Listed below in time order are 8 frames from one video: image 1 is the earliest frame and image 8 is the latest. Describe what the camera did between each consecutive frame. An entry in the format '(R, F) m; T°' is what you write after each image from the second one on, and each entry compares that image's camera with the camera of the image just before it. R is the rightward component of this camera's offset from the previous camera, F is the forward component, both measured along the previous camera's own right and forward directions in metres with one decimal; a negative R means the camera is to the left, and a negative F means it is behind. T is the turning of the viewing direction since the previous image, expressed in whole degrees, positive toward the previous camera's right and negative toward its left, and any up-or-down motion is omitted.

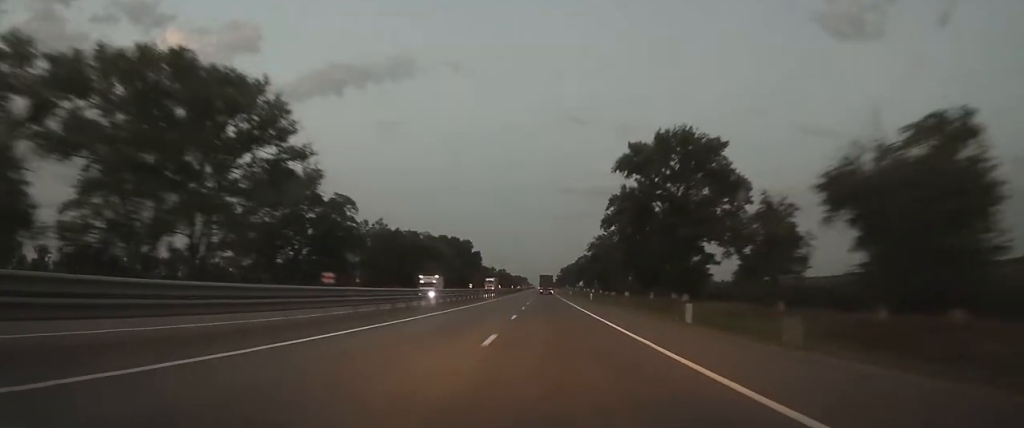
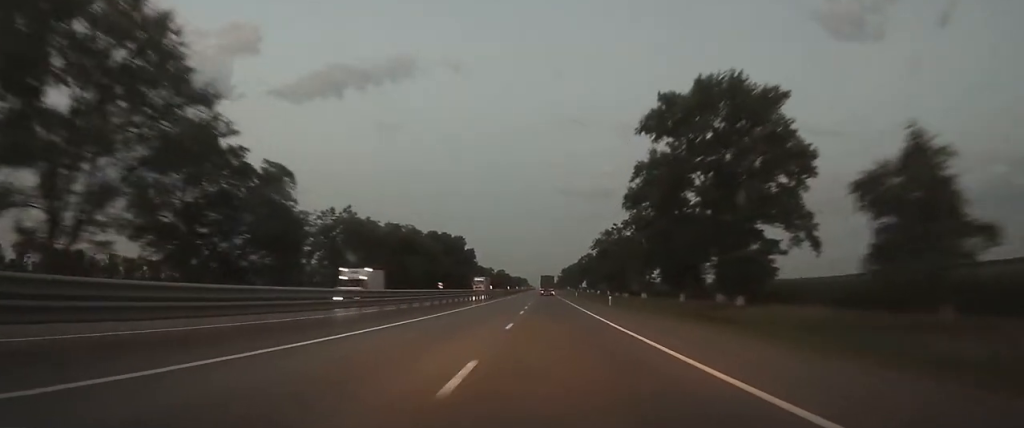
(0.0, +17.9) m; 0°
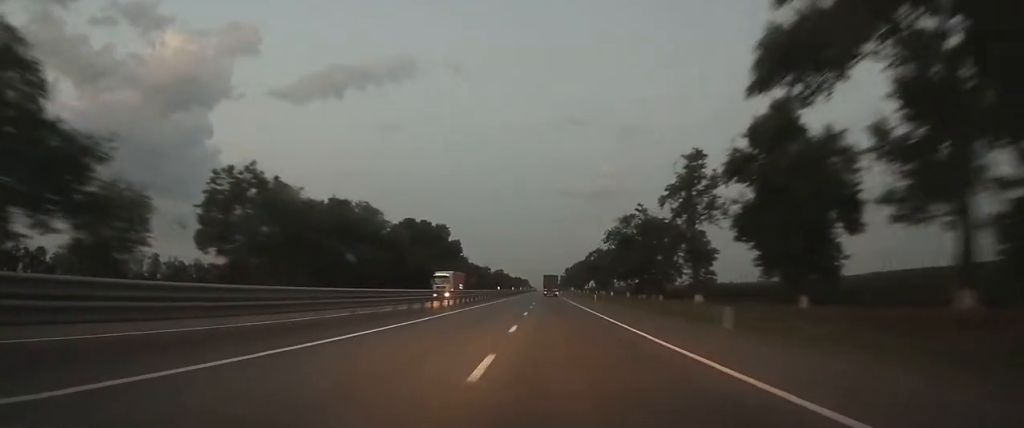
(-0.1, +31.5) m; 0°
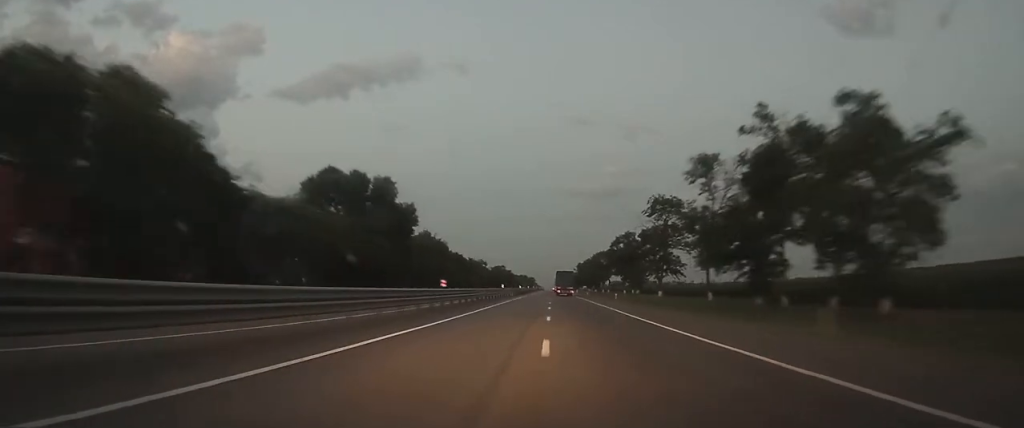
(-0.2, +54.4) m; 0°
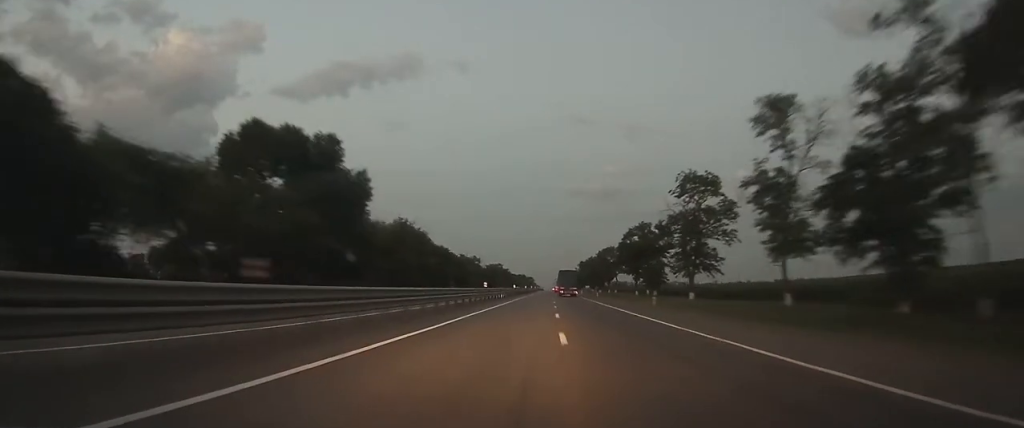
(0.0, +21.7) m; 0°
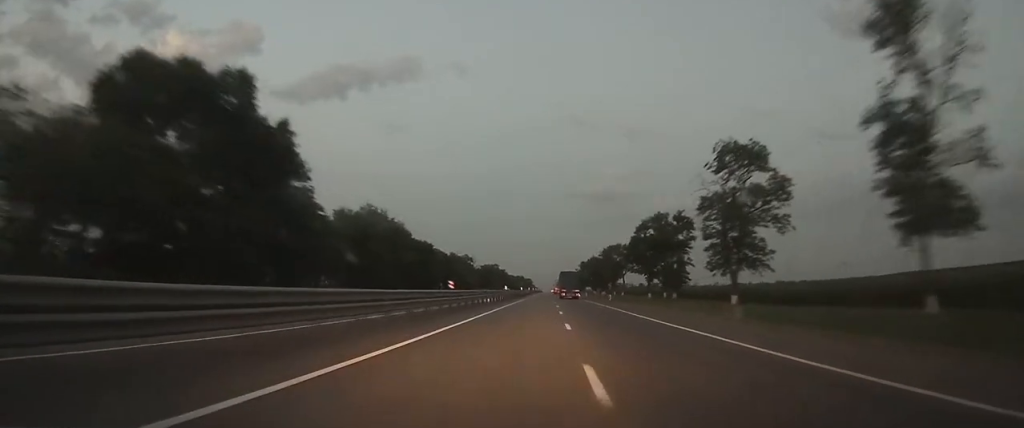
(0.0, +18.3) m; 0°
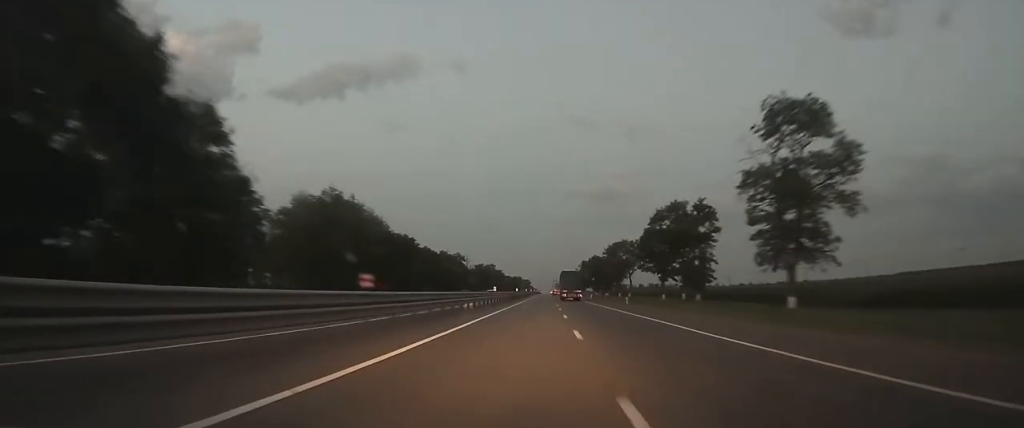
(0.0, +14.9) m; 0°
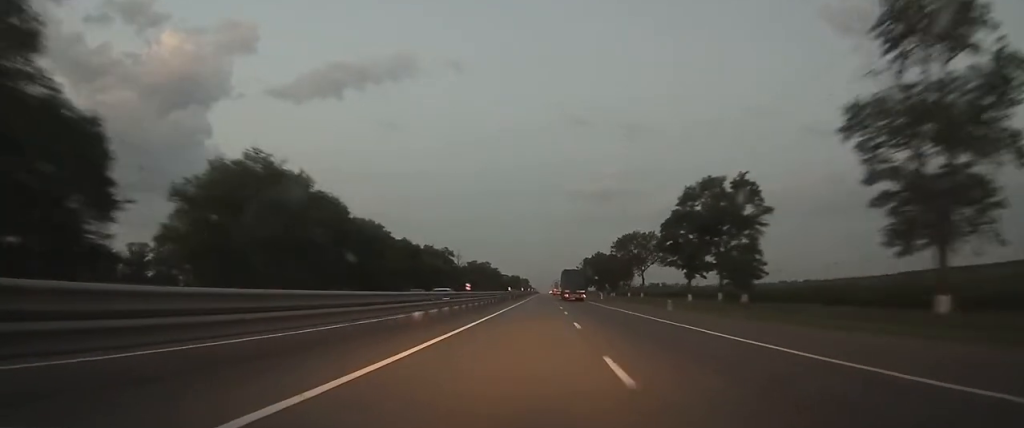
(0.0, +19.6) m; 0°
